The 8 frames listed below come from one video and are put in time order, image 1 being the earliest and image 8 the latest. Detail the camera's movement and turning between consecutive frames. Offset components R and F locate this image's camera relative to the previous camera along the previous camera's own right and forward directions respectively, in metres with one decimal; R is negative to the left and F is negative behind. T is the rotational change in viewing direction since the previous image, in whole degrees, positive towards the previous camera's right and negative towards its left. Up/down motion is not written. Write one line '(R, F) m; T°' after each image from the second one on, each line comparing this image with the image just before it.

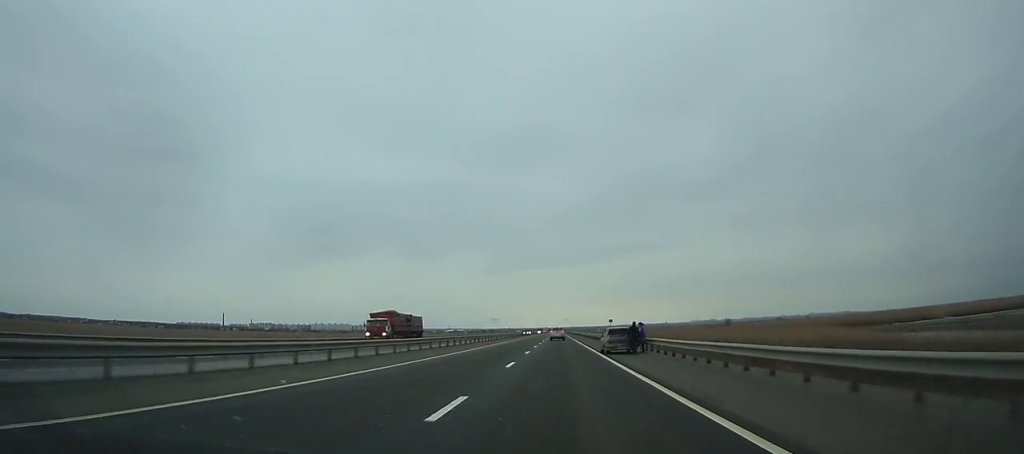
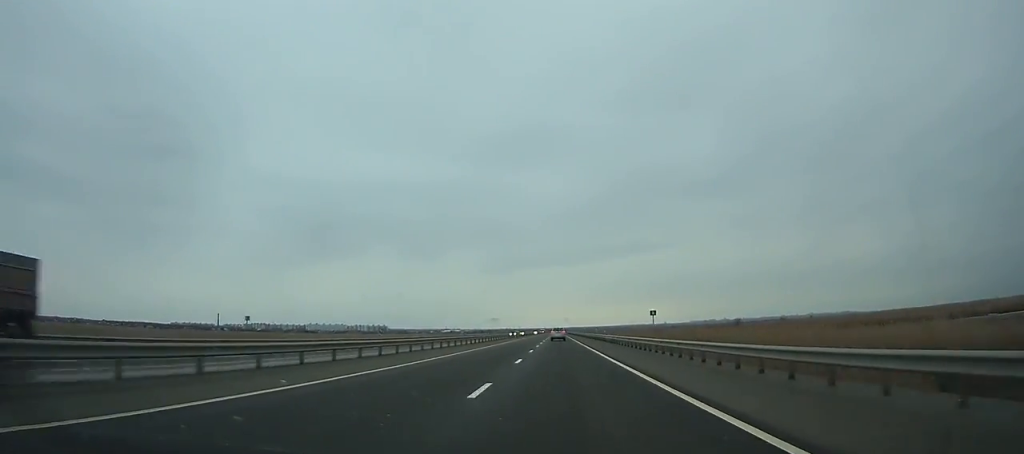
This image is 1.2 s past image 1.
(0.0, +32.7) m; 0°
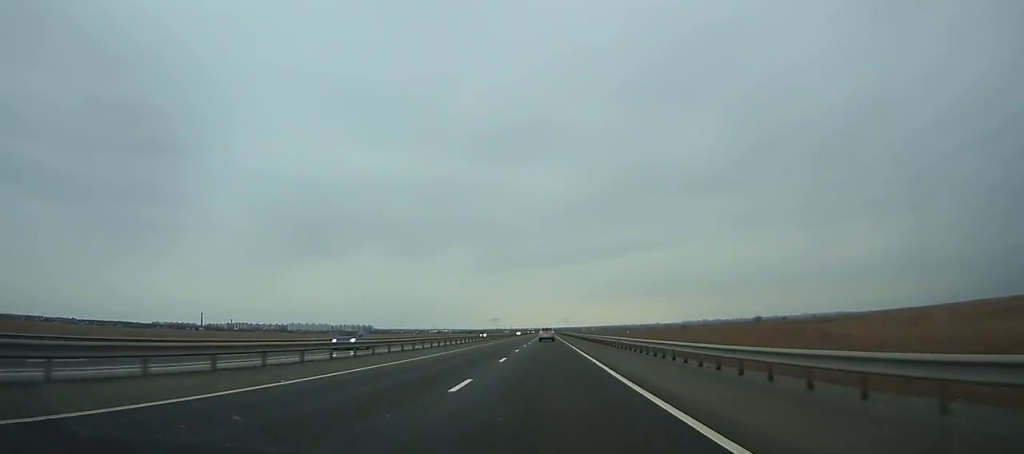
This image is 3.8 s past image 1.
(+0.1, +70.5) m; 0°
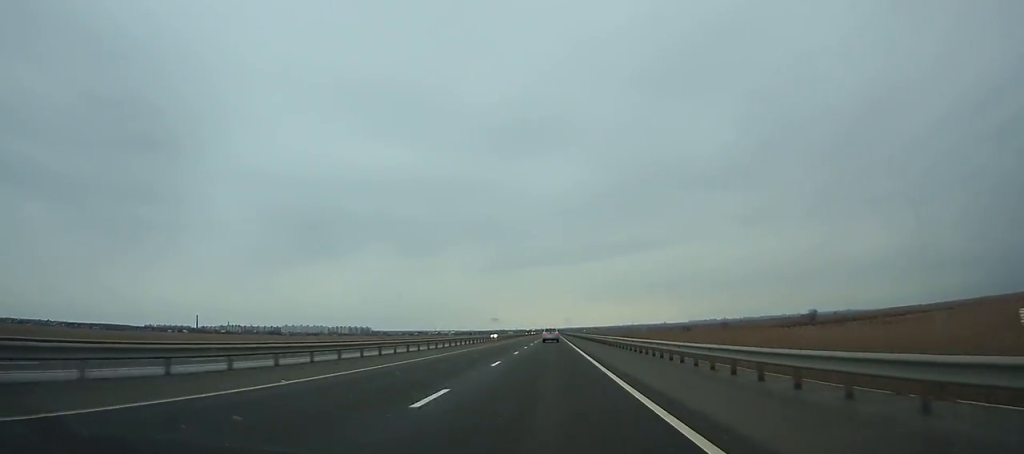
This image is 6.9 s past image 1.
(-0.1, +83.7) m; 0°
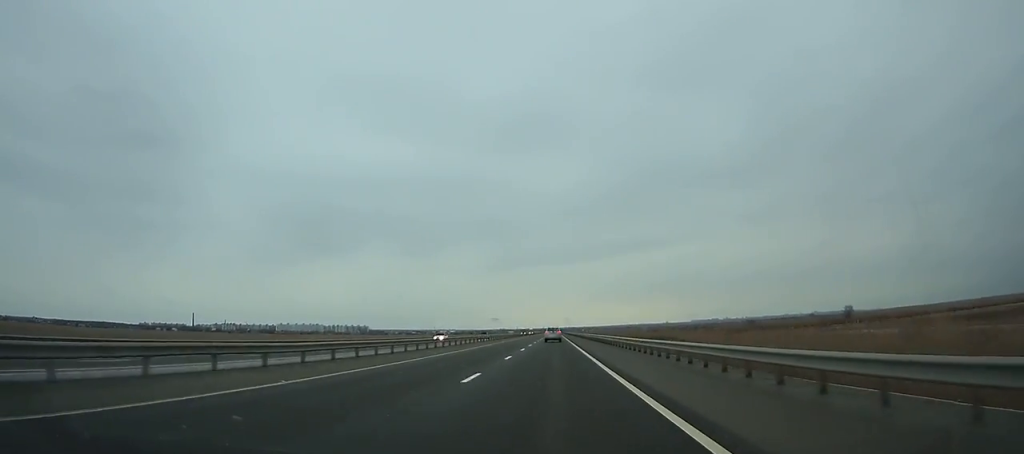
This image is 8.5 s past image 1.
(-0.1, +43.0) m; 0°
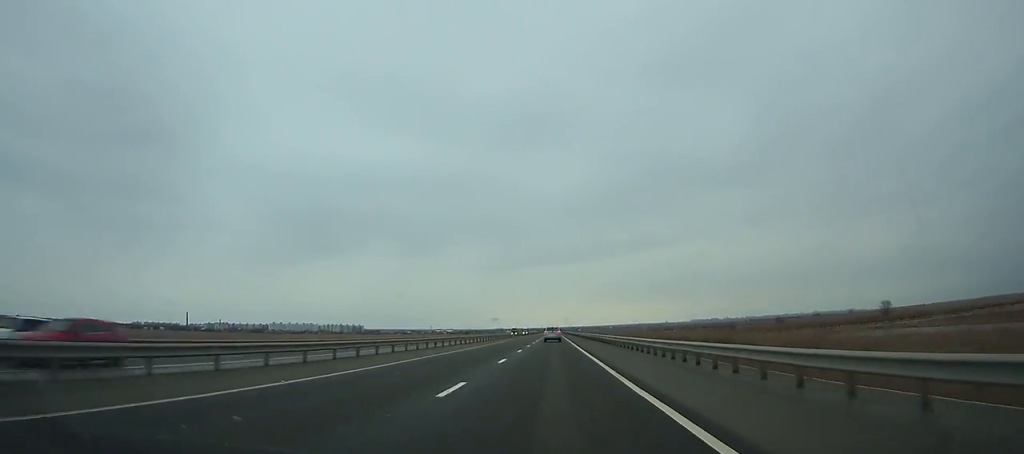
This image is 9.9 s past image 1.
(-0.1, +37.5) m; 0°
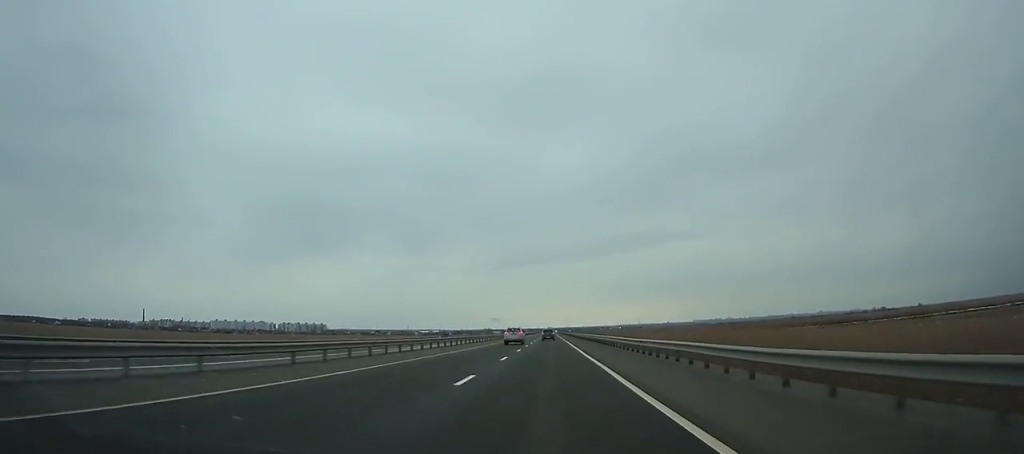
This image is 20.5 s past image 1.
(+0.7, +285.1) m; 0°
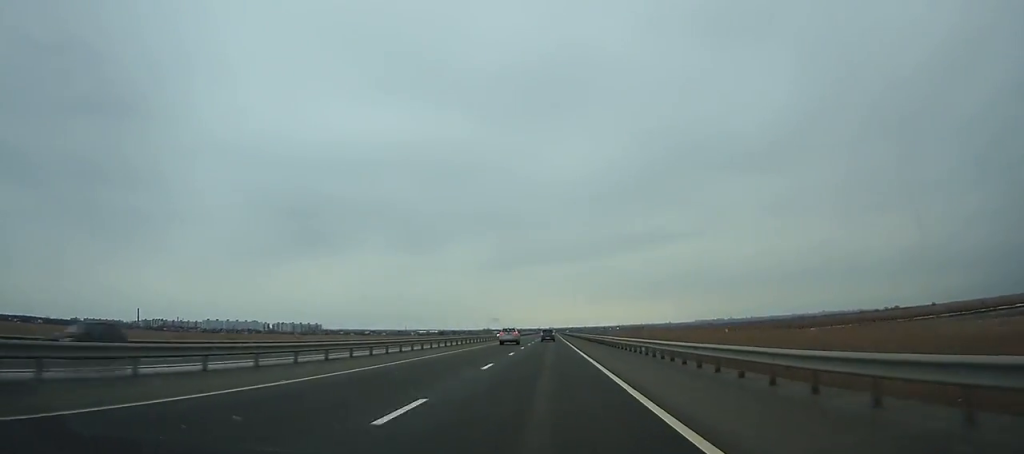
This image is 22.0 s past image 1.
(-0.1, +41.3) m; 0°
